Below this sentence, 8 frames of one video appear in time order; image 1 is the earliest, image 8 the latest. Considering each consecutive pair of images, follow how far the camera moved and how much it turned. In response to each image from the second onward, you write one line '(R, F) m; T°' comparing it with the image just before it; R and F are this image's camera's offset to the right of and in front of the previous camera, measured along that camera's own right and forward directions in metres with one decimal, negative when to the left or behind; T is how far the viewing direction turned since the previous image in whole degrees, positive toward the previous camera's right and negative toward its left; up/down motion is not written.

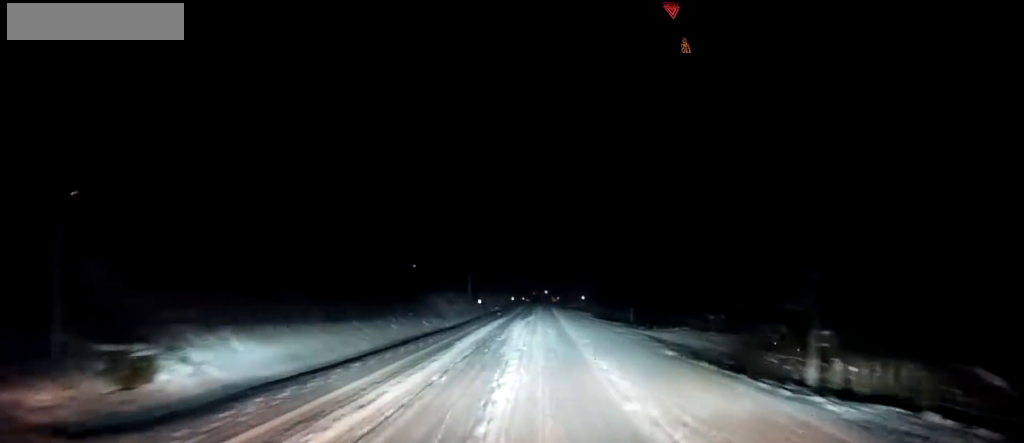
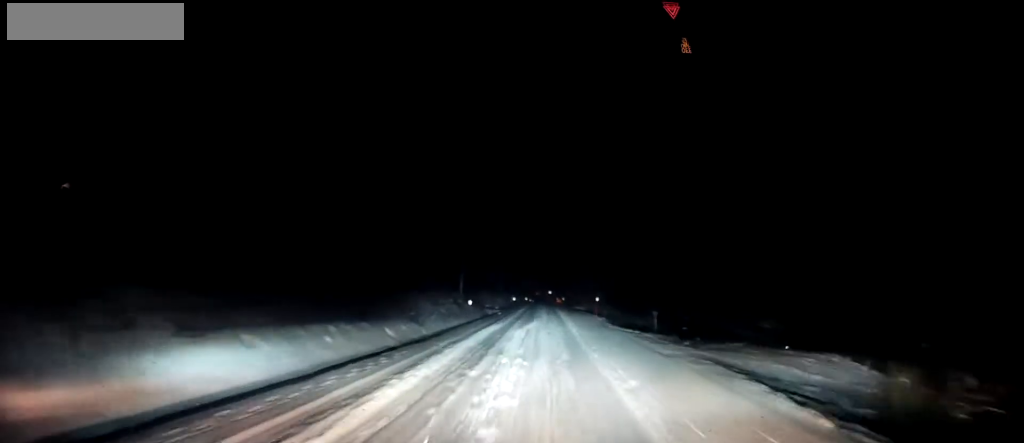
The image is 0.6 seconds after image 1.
(-0.2, +7.4) m; -1°
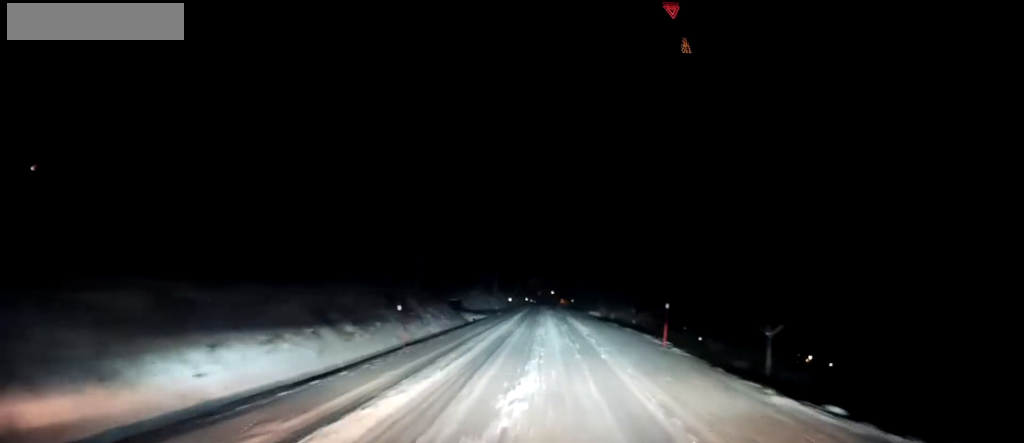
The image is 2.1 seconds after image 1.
(+0.4, +16.7) m; +1°
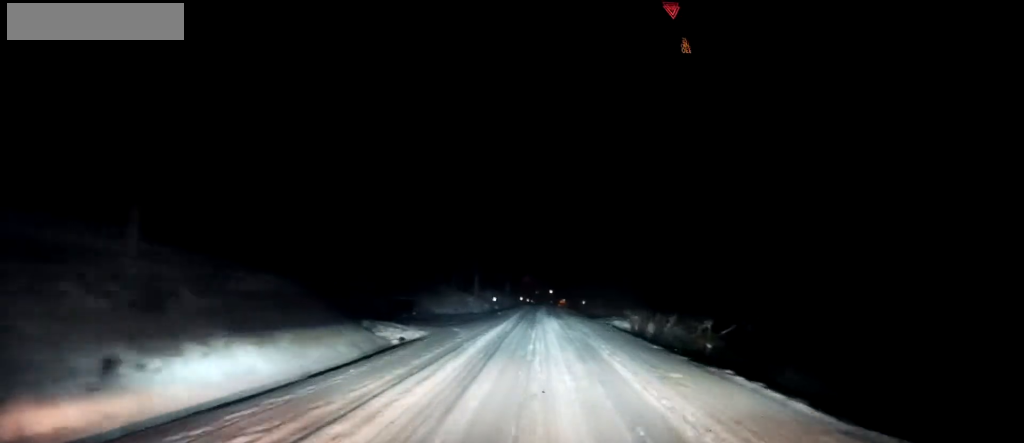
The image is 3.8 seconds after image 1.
(+0.1, +19.5) m; 0°
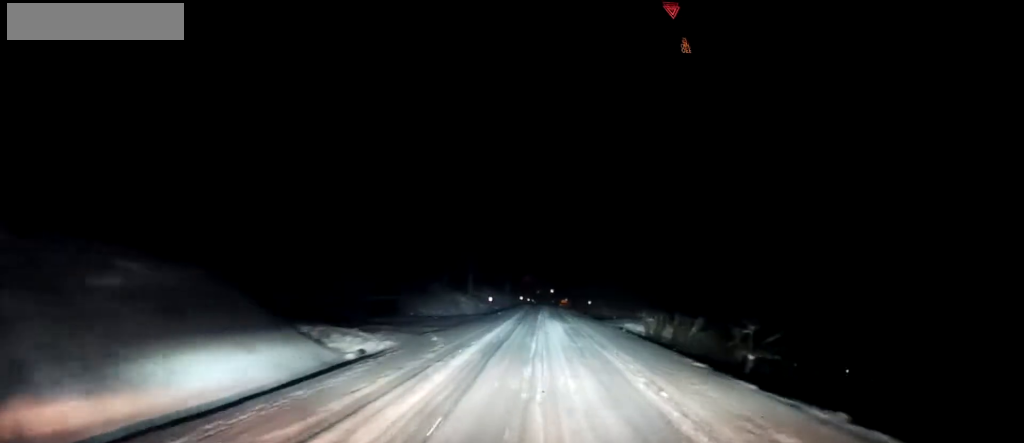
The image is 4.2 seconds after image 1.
(0.0, +4.6) m; 0°
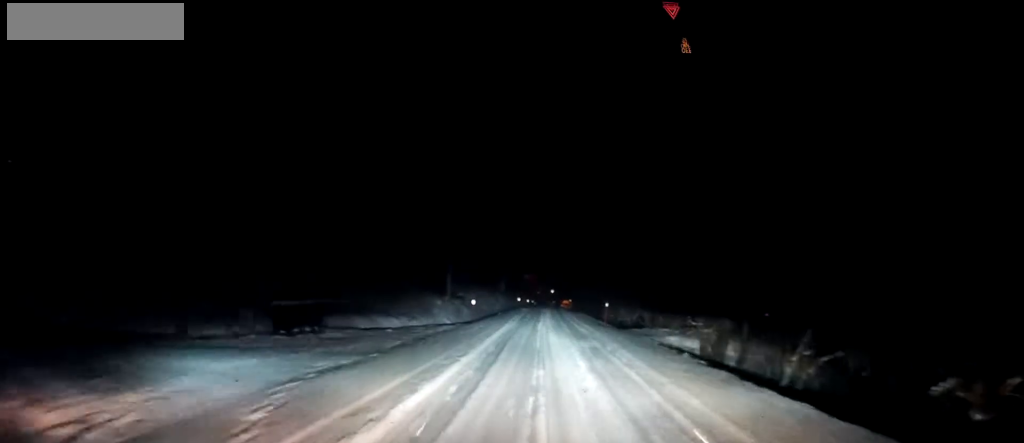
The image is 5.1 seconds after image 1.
(0.0, +10.7) m; 0°
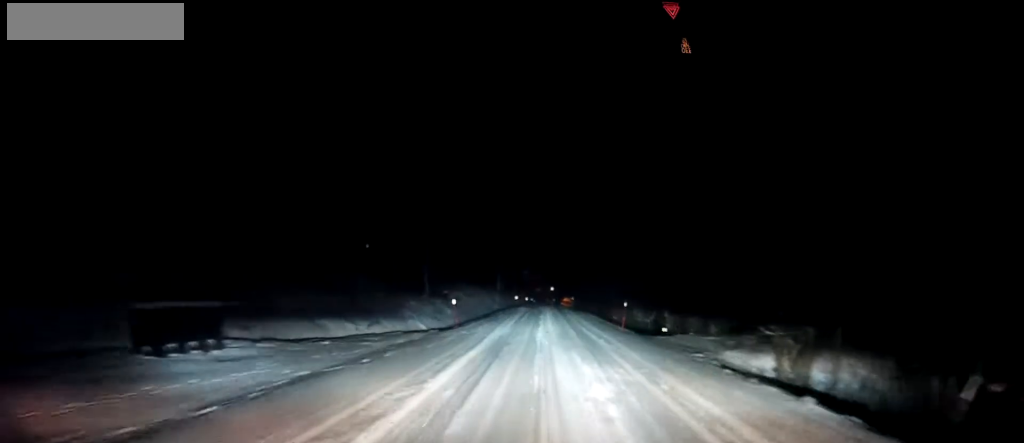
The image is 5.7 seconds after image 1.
(0.0, +6.9) m; -1°
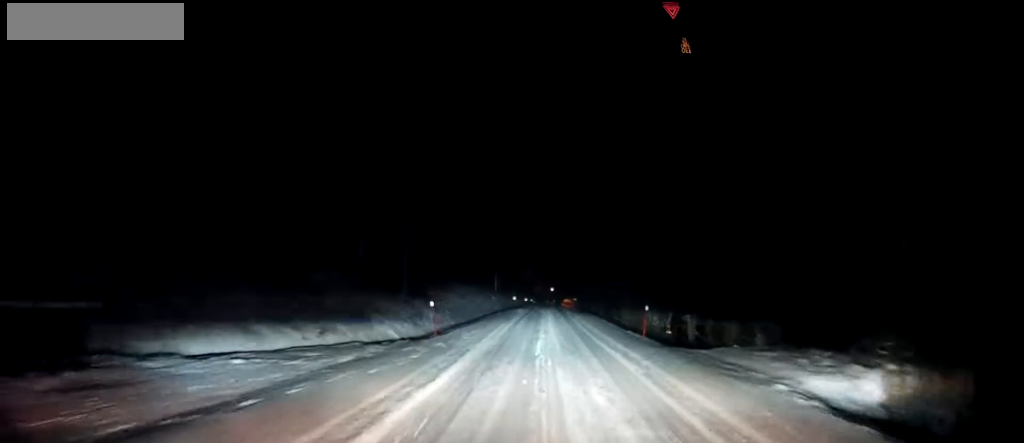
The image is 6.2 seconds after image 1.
(+0.1, +5.0) m; -1°
